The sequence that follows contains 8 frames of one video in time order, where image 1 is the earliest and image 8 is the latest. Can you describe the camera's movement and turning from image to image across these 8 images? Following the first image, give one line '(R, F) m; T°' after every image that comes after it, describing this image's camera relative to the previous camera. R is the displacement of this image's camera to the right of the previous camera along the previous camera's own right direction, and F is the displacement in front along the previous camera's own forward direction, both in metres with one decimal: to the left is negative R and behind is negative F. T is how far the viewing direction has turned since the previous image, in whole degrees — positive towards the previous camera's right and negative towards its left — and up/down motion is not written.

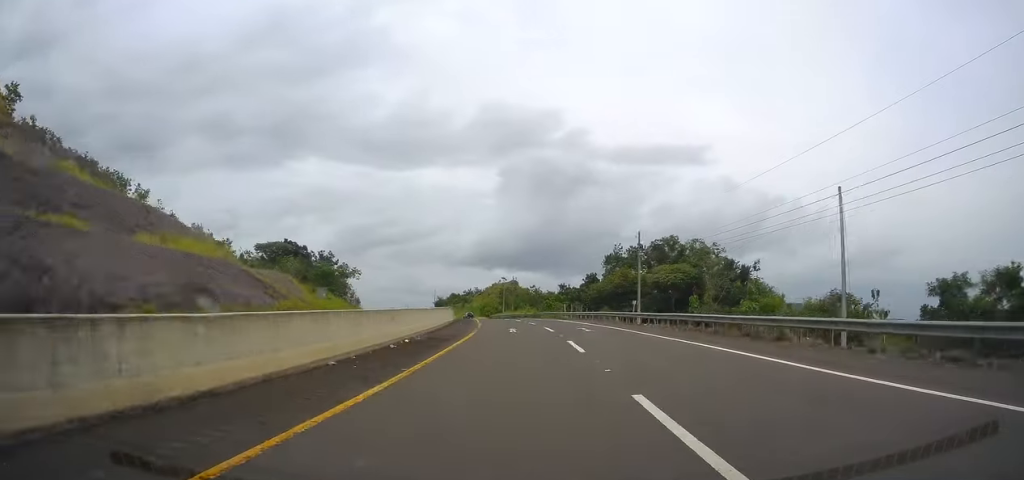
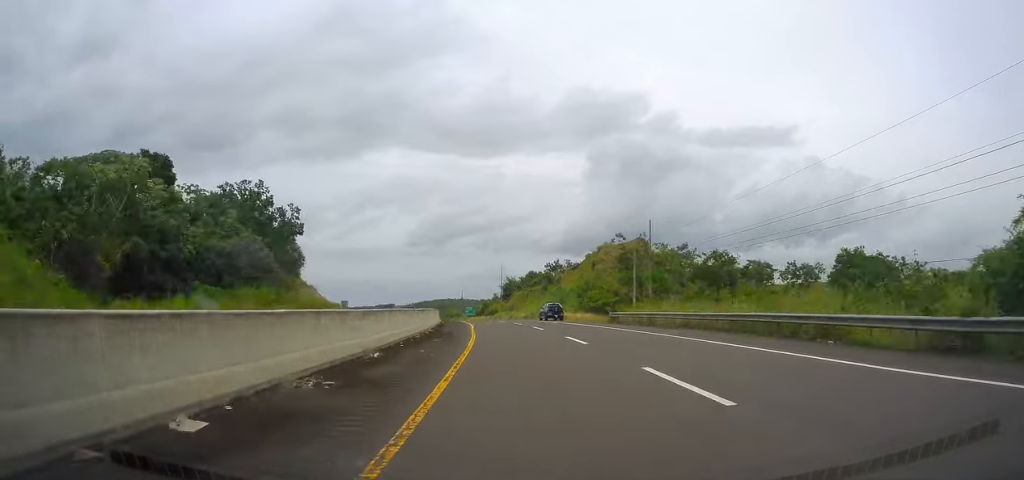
(-5.0, +85.6) m; -7°
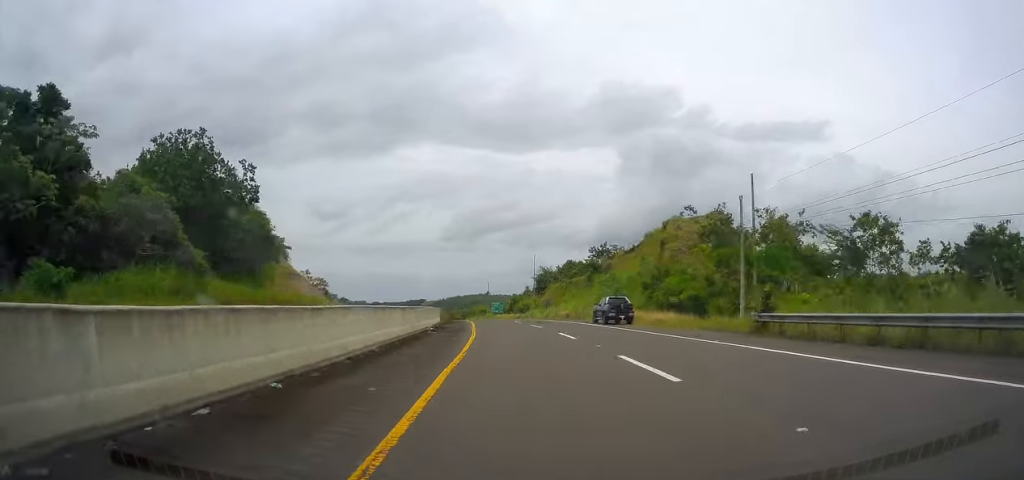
(+0.1, +22.8) m; -2°
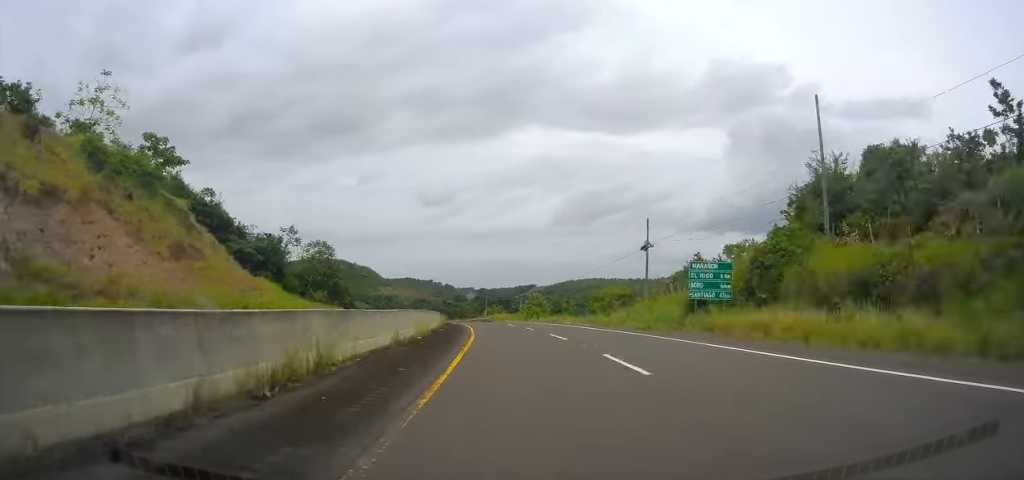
(-8.7, +84.7) m; -11°
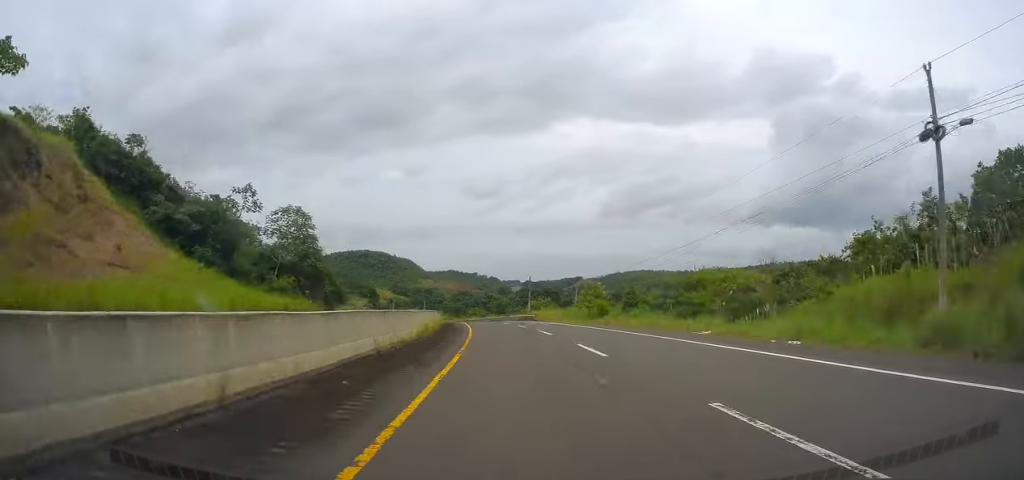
(-1.4, +32.8) m; -4°
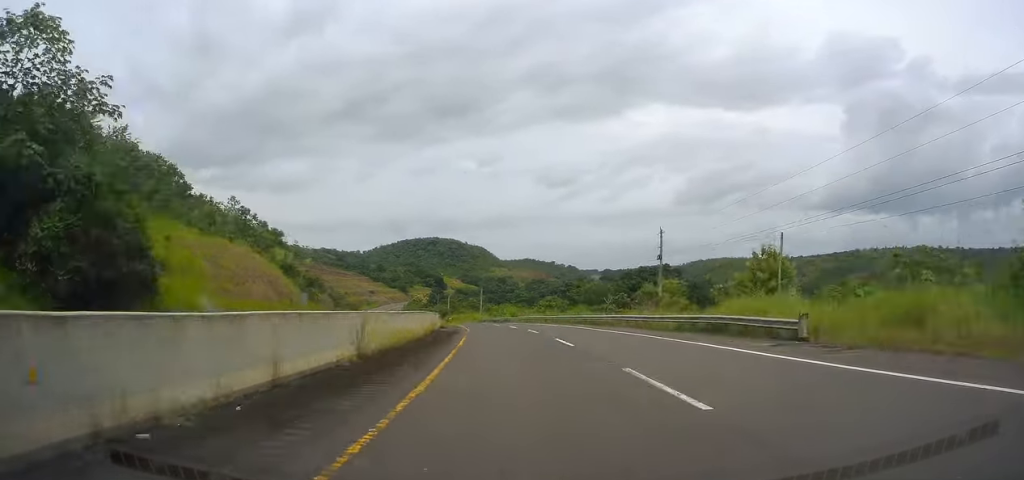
(-3.3, +56.9) m; -7°
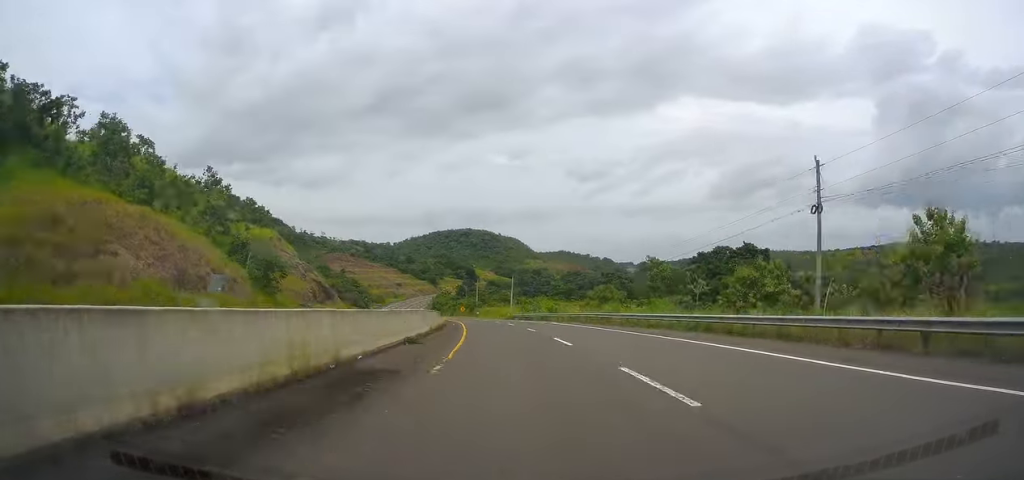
(+0.5, +23.7) m; -3°
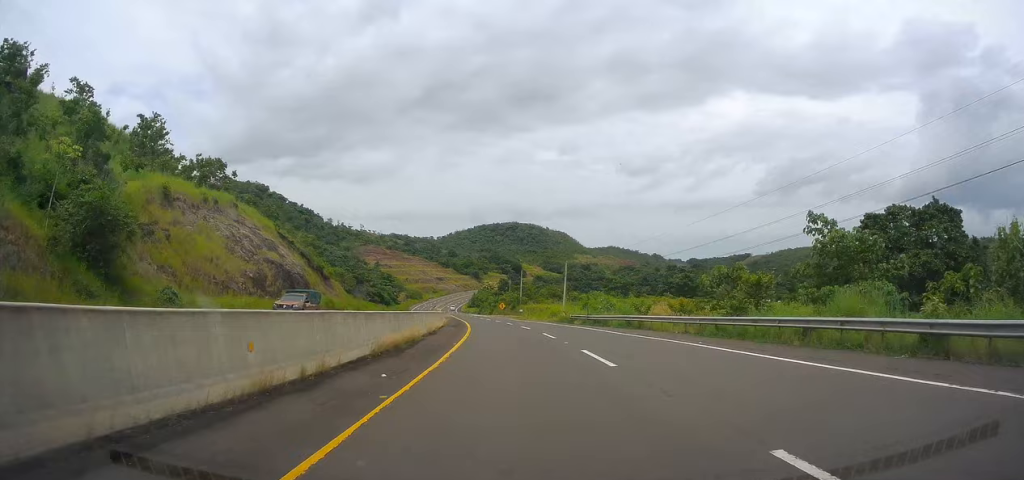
(-2.4, +31.4) m; -5°
